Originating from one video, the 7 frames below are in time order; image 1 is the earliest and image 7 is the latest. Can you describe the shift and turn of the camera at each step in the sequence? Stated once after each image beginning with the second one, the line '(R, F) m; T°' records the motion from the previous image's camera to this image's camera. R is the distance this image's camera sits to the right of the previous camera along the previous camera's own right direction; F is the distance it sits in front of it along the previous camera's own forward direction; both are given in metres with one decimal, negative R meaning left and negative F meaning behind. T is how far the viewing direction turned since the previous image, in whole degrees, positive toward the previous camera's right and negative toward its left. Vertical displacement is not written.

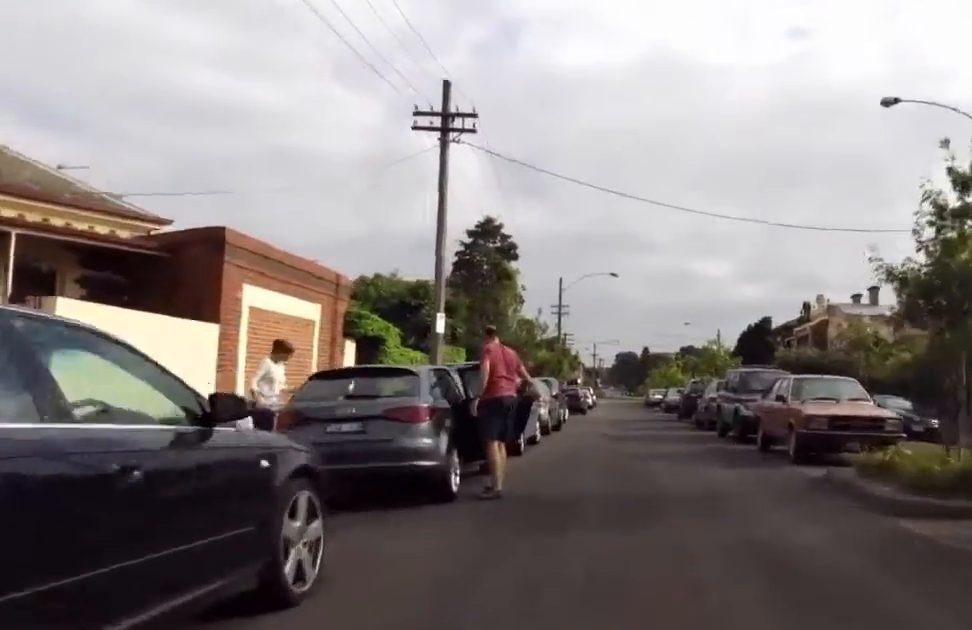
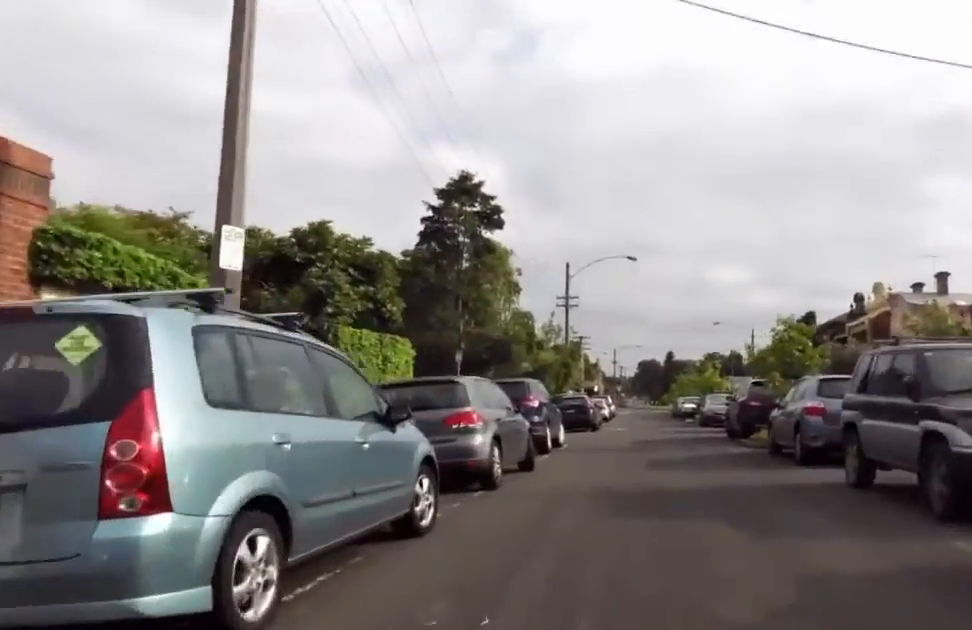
(+0.1, +10.4) m; -8°
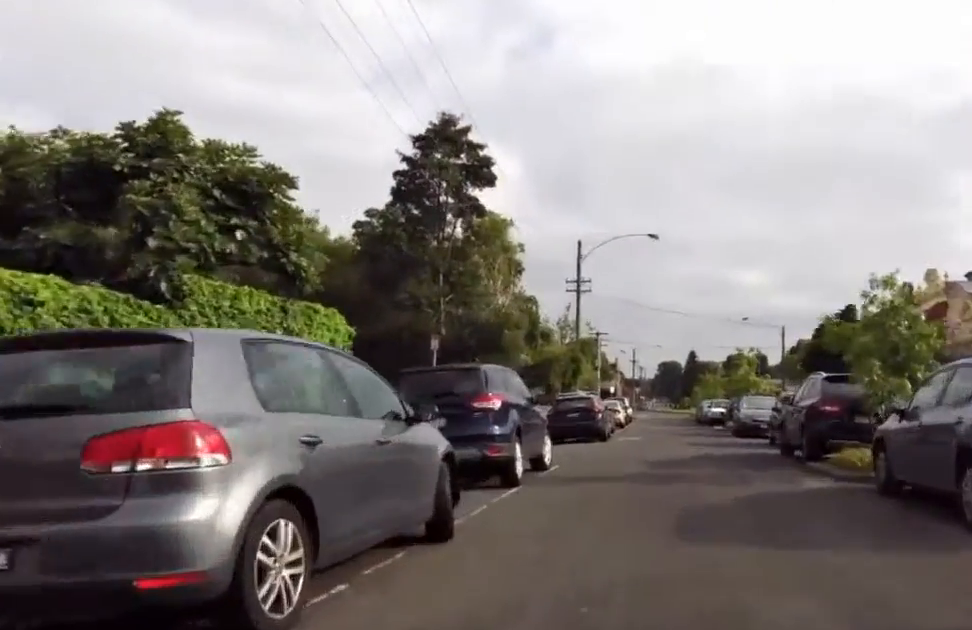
(-1.0, +6.0) m; -7°
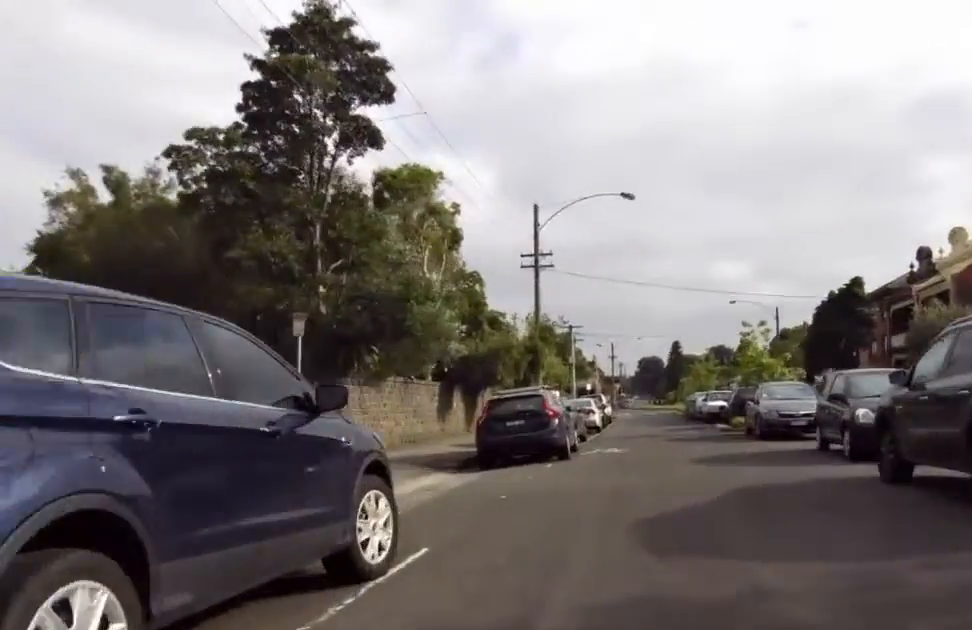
(-0.2, +7.8) m; +4°
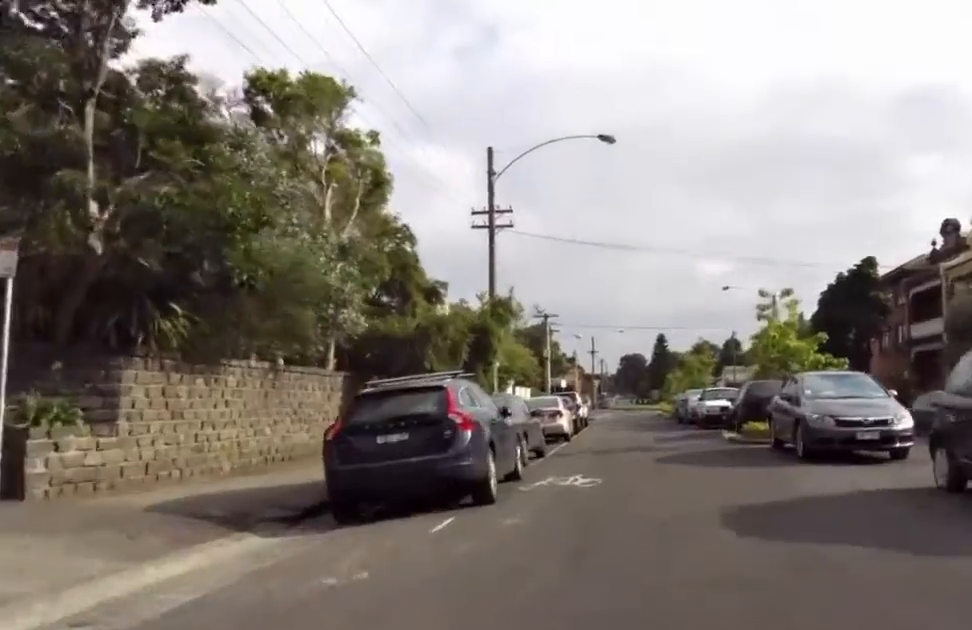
(+0.6, +6.6) m; +1°
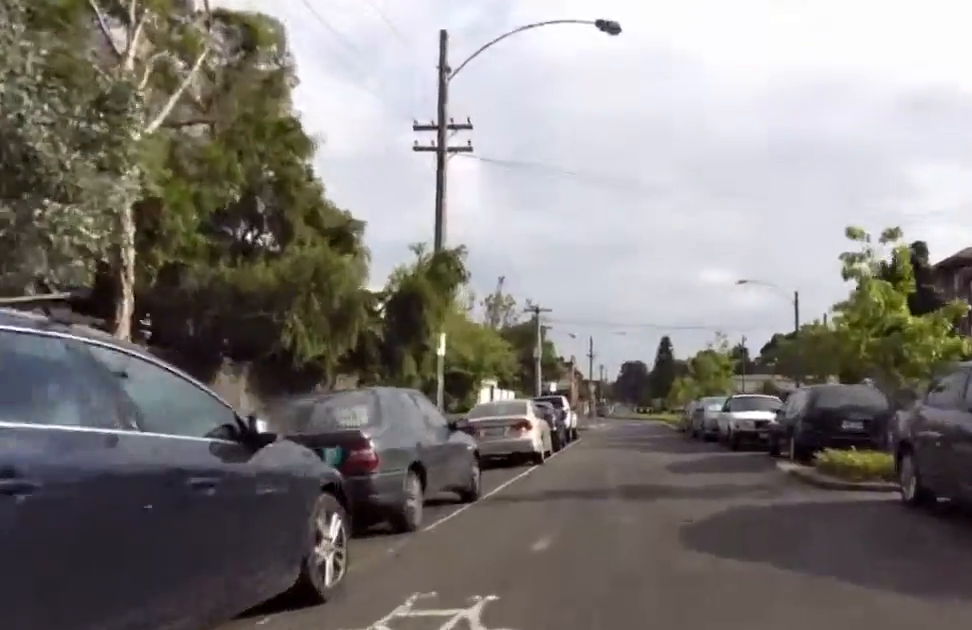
(-0.2, +7.4) m; -4°
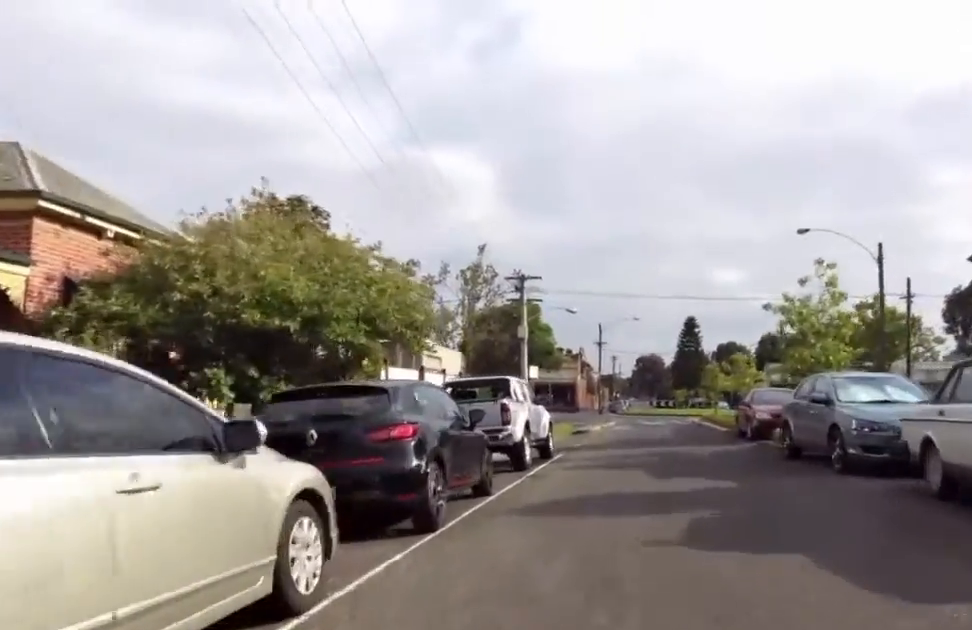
(+0.1, +15.4) m; +4°
